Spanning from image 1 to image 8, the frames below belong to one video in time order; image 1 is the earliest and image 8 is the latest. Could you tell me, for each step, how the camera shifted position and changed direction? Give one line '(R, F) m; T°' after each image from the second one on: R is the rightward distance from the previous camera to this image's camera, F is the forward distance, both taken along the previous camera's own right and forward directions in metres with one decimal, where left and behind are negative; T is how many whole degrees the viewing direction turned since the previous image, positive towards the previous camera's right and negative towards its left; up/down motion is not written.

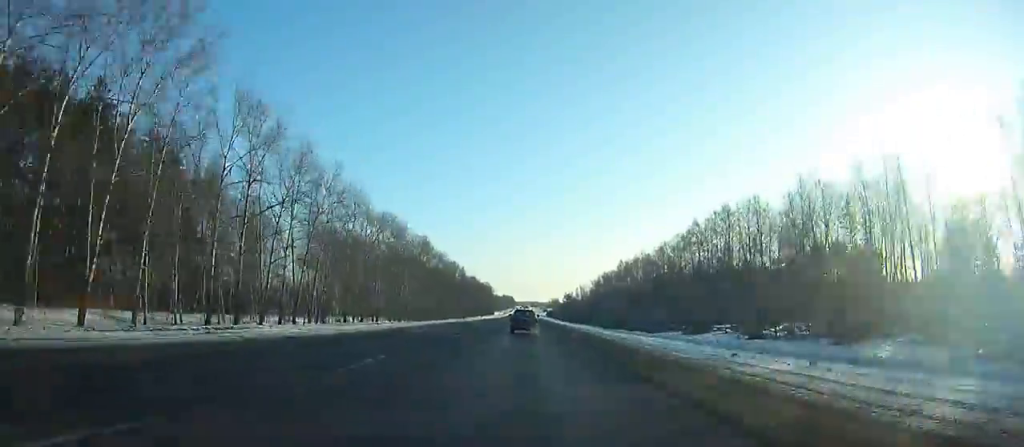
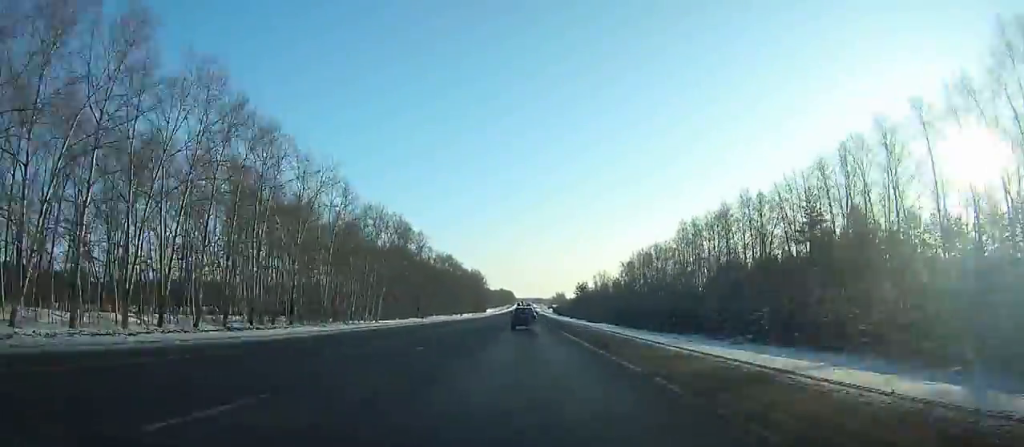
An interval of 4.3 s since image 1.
(+0.1, +103.9) m; 0°
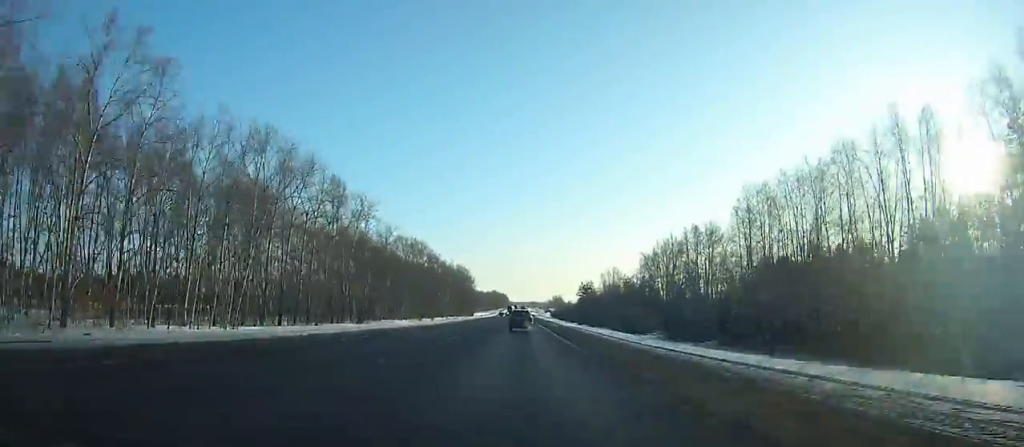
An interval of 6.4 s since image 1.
(+0.3, +51.9) m; 0°
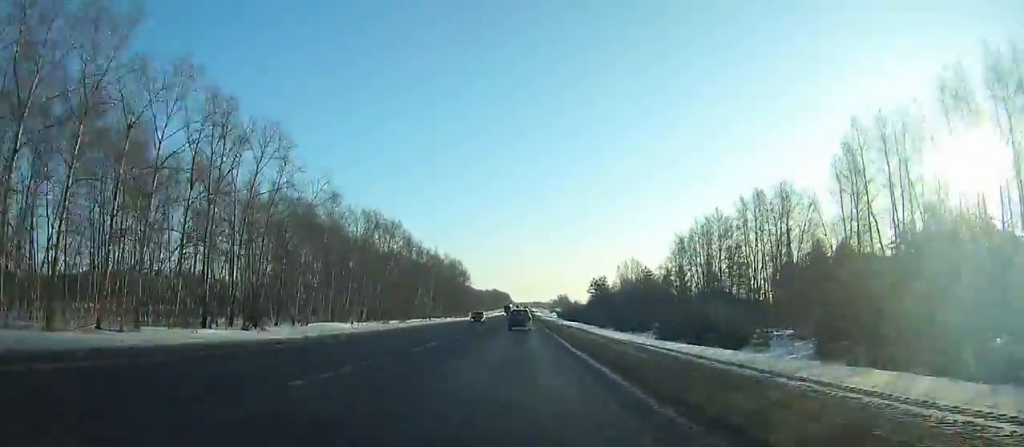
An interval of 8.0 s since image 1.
(0.0, +39.8) m; 0°
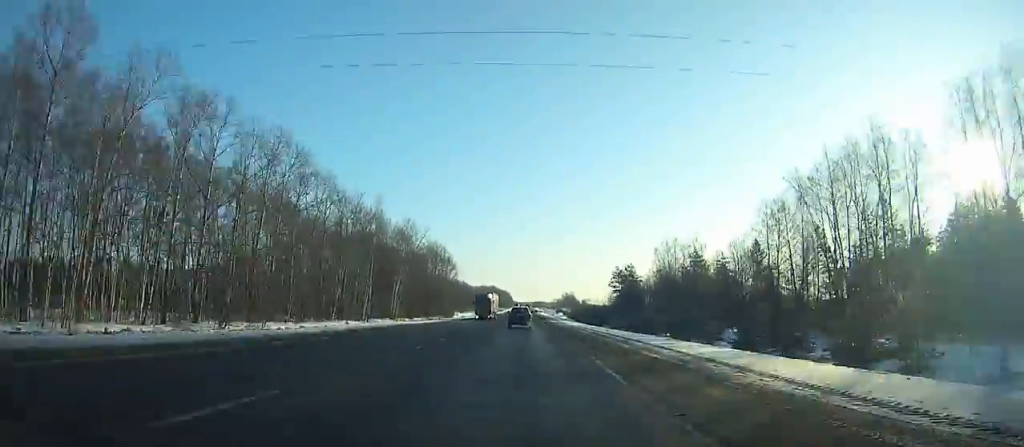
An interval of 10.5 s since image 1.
(-0.2, +62.7) m; 0°
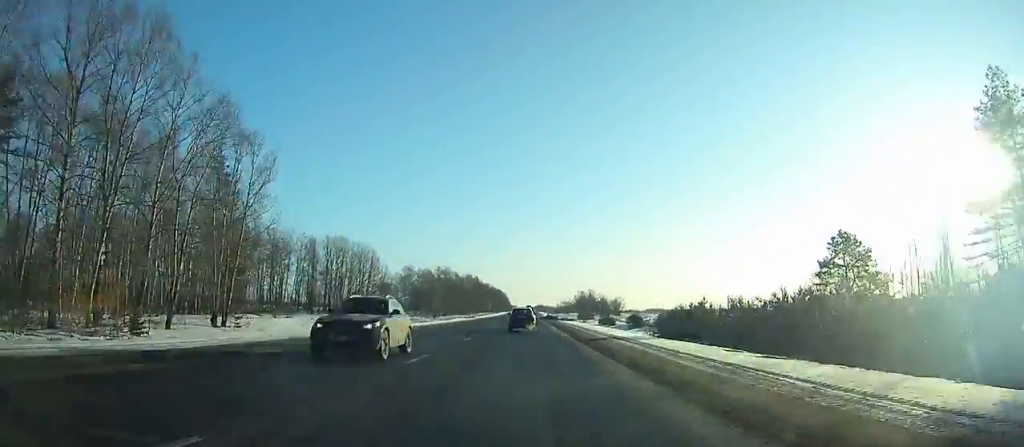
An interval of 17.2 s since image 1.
(-0.1, +167.9) m; 0°
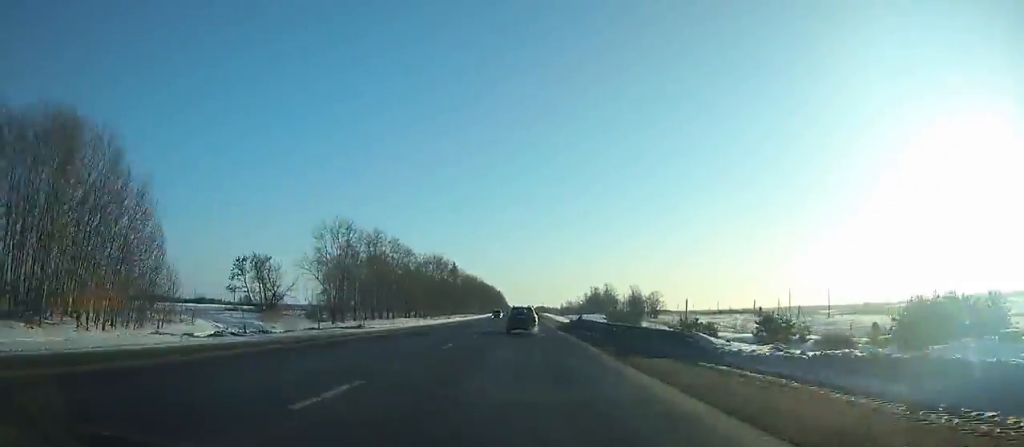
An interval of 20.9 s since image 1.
(+0.3, +90.3) m; 0°
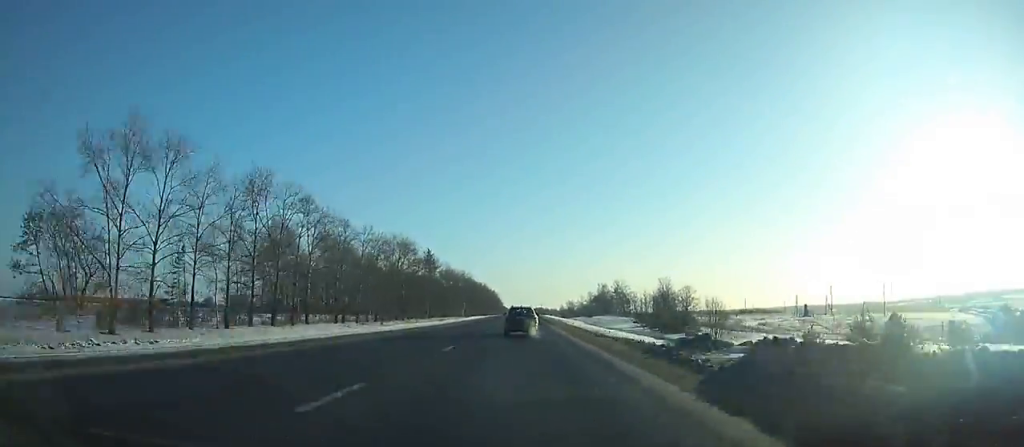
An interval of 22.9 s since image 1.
(+0.1, +47.7) m; 0°
